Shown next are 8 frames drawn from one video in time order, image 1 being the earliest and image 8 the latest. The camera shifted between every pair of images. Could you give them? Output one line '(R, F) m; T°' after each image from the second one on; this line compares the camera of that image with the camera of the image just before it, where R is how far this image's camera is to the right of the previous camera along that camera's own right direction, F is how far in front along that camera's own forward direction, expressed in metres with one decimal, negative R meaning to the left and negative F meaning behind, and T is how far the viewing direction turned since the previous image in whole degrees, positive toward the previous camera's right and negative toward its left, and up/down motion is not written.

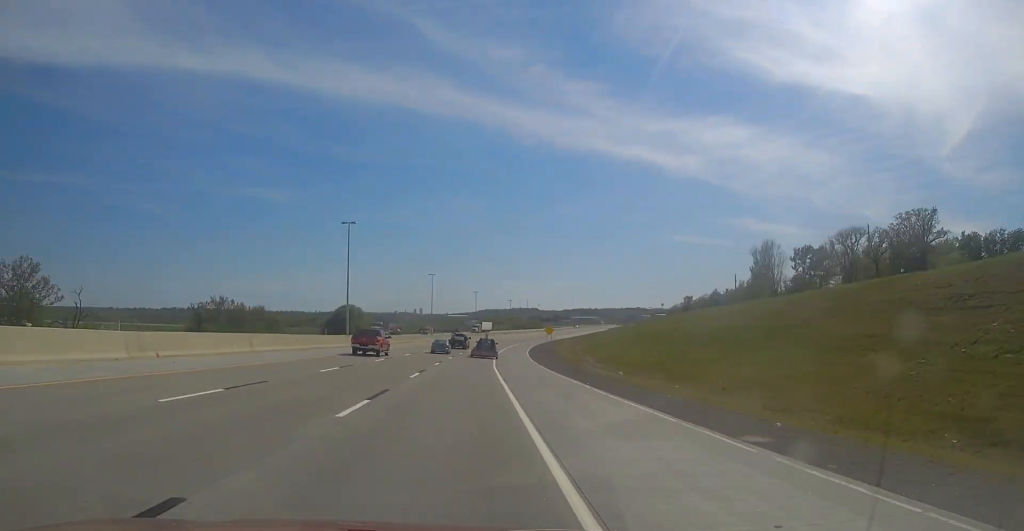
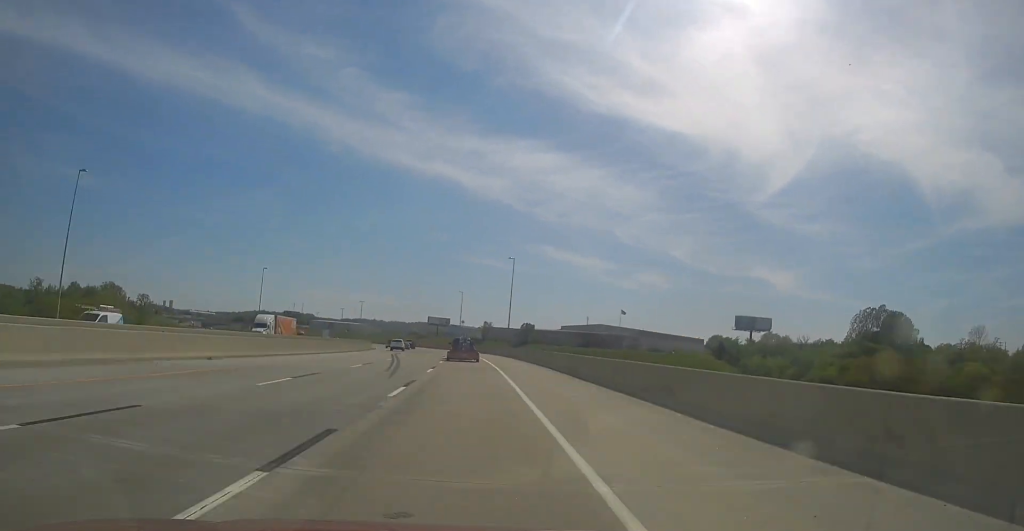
(+71.0, +551.6) m; +1°
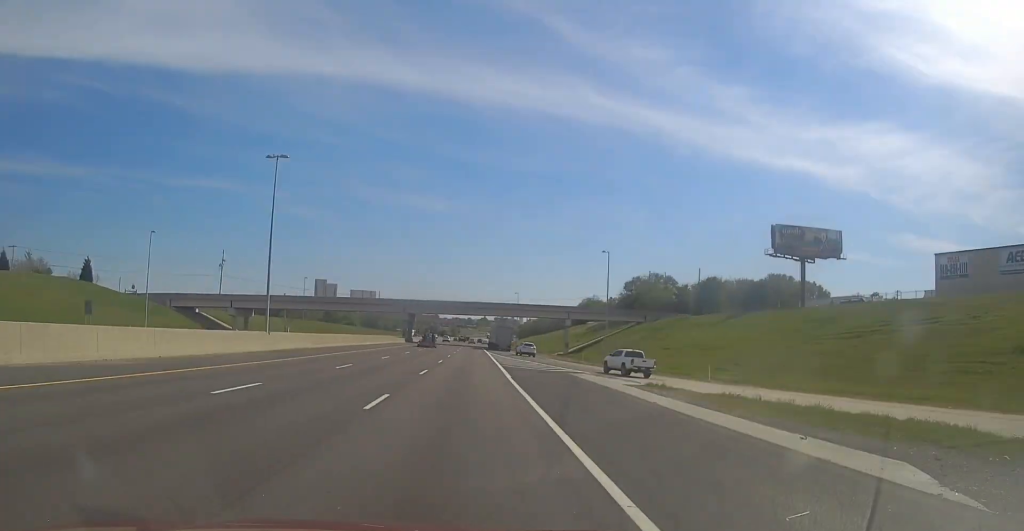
(-141.8, +493.8) m; -21°
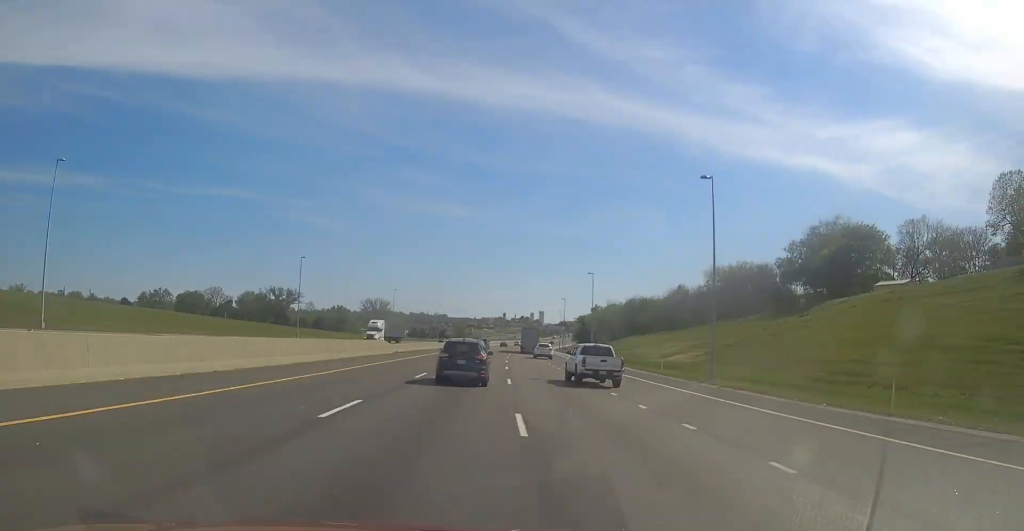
(-0.6, +222.0) m; +3°
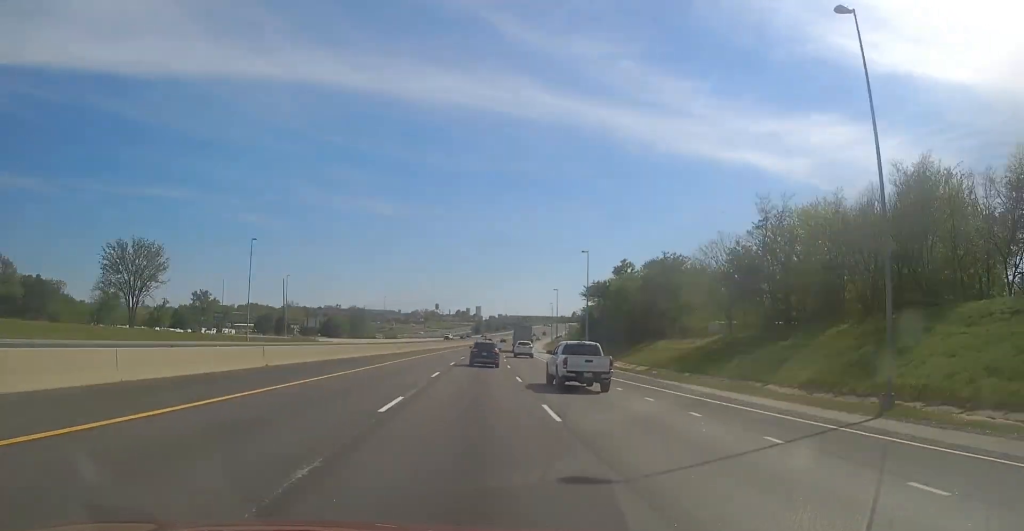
(-3.3, +131.8) m; +3°
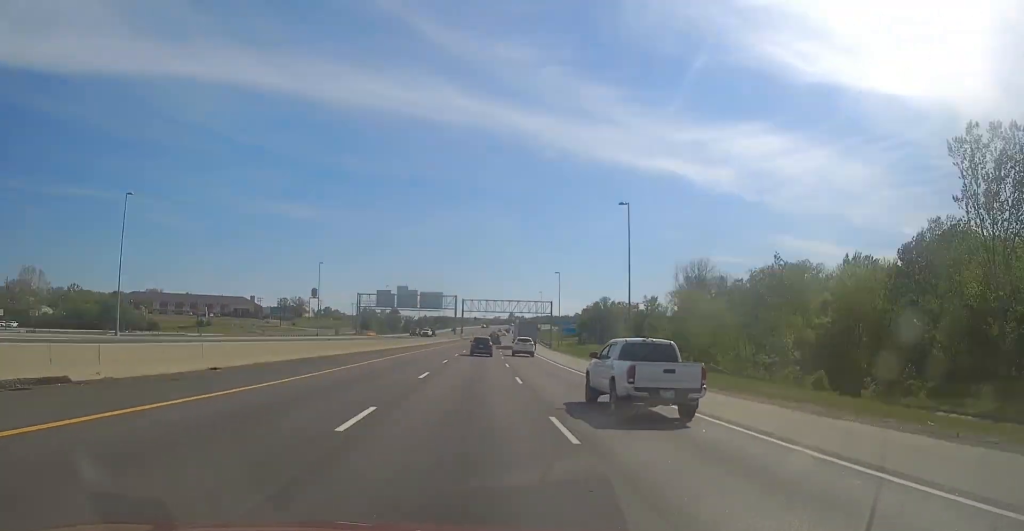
(+15.0, +190.6) m; +5°
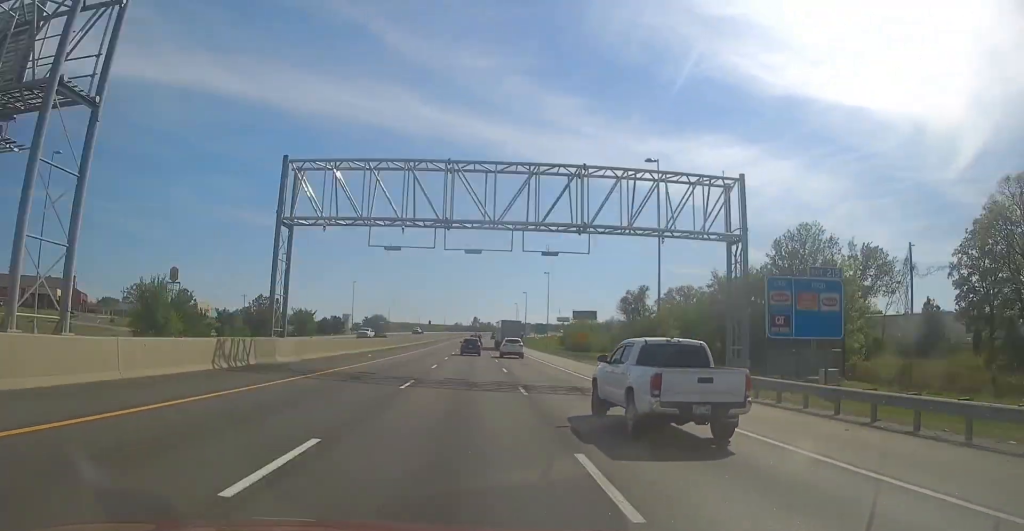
(+1.6, +131.0) m; +4°
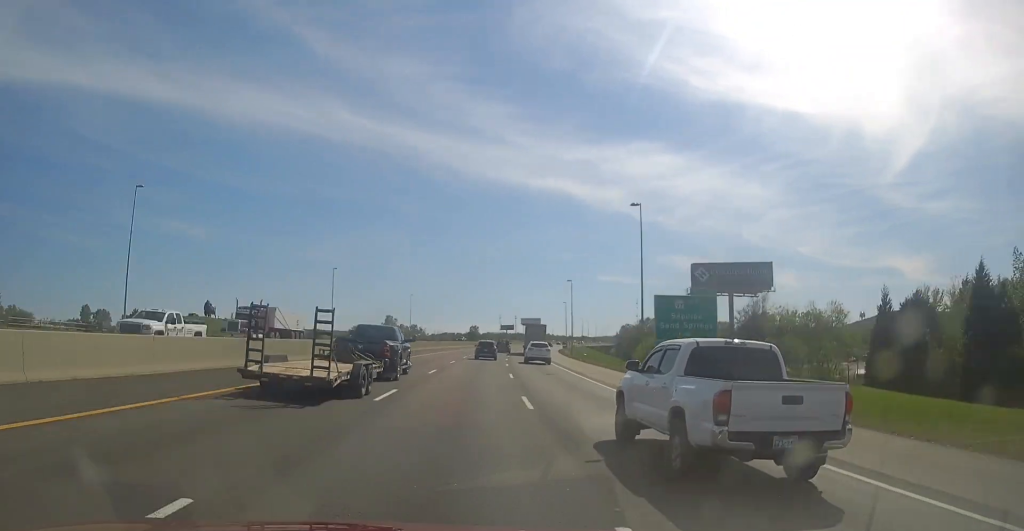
(+13.9, +282.6) m; +10°
